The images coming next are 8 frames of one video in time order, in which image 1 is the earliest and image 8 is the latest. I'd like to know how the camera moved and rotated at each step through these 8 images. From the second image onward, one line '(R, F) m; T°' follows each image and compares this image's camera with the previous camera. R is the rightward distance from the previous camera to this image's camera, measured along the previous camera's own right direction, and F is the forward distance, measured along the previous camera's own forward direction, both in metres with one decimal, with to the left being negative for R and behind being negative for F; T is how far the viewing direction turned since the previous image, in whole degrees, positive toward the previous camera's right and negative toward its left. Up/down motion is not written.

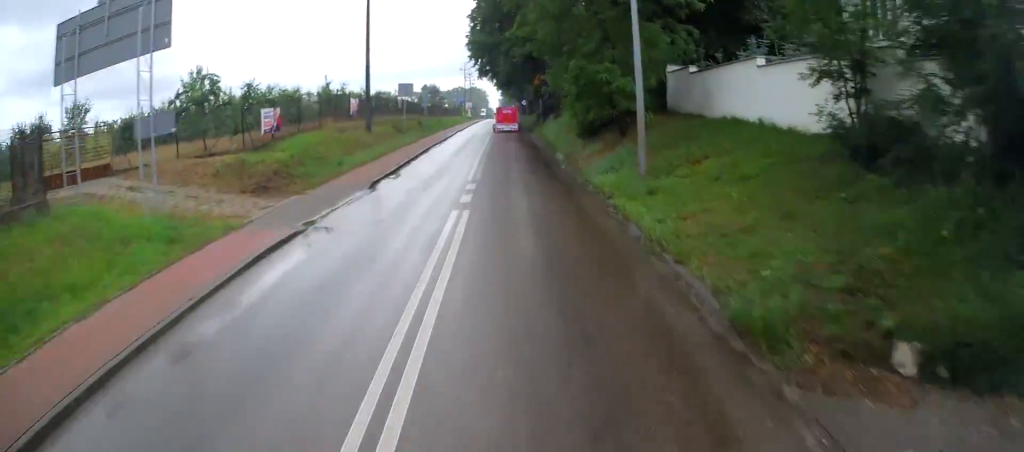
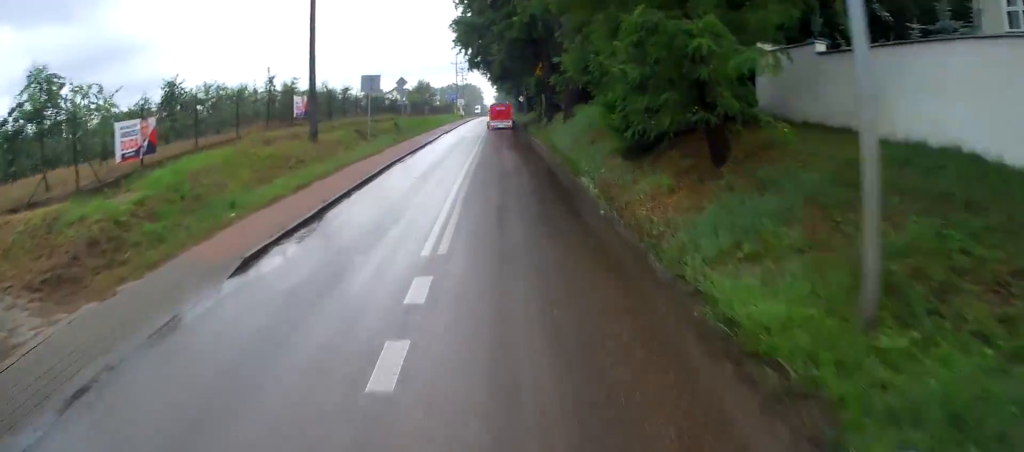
(+0.2, +9.3) m; 0°
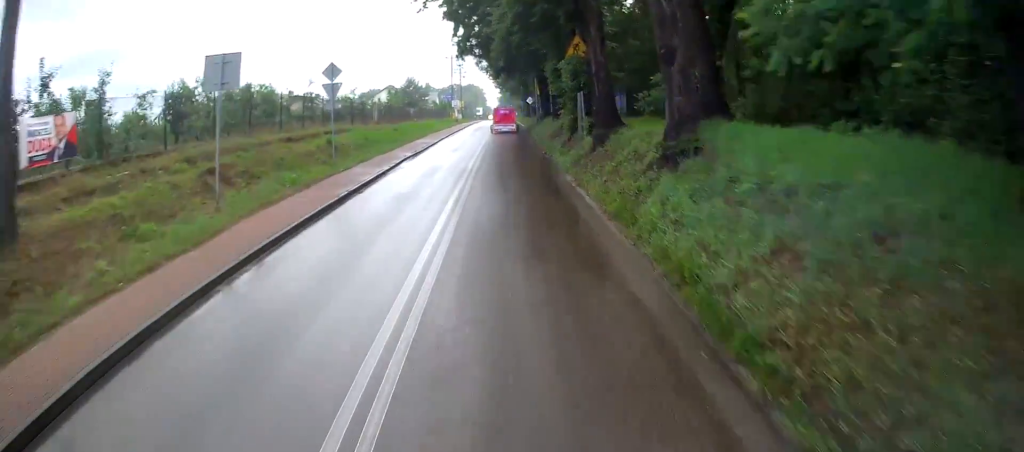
(-0.6, +17.0) m; -4°
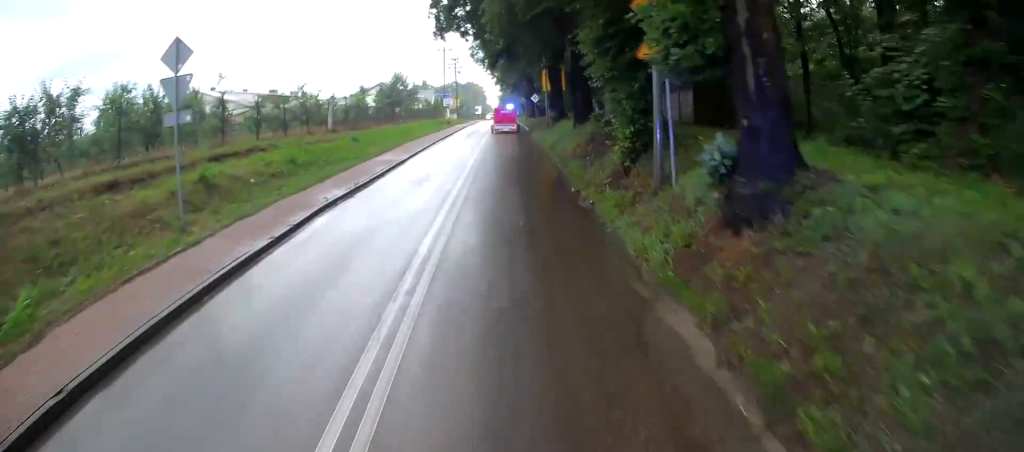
(-0.1, +11.3) m; 0°
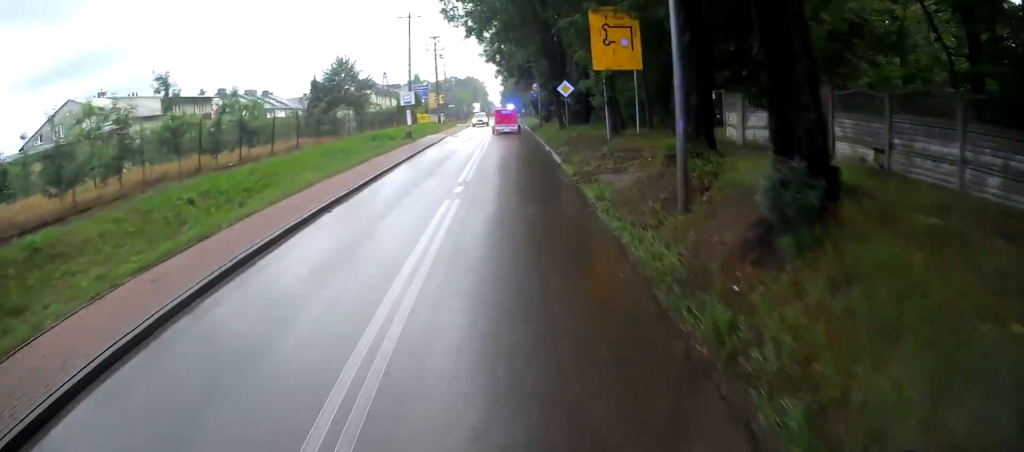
(-0.1, +28.6) m; 0°
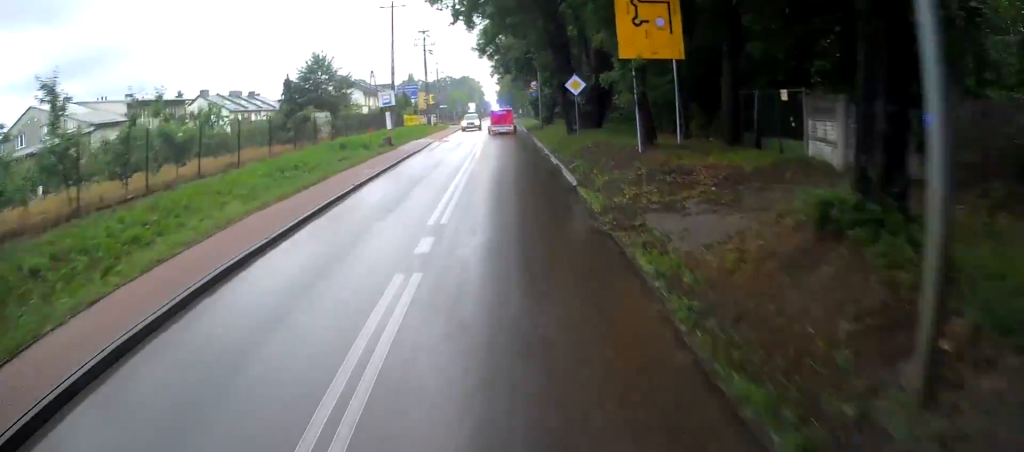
(0.0, +5.7) m; 0°
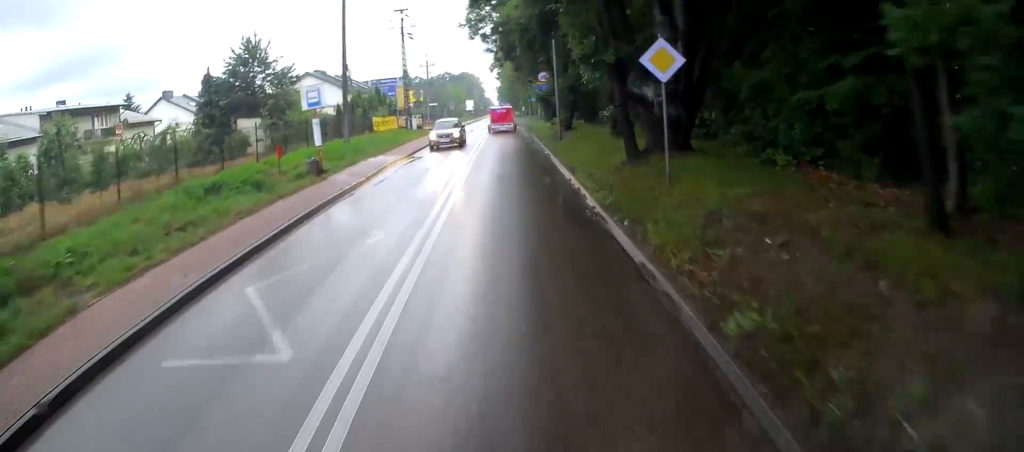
(+0.1, +13.1) m; 0°
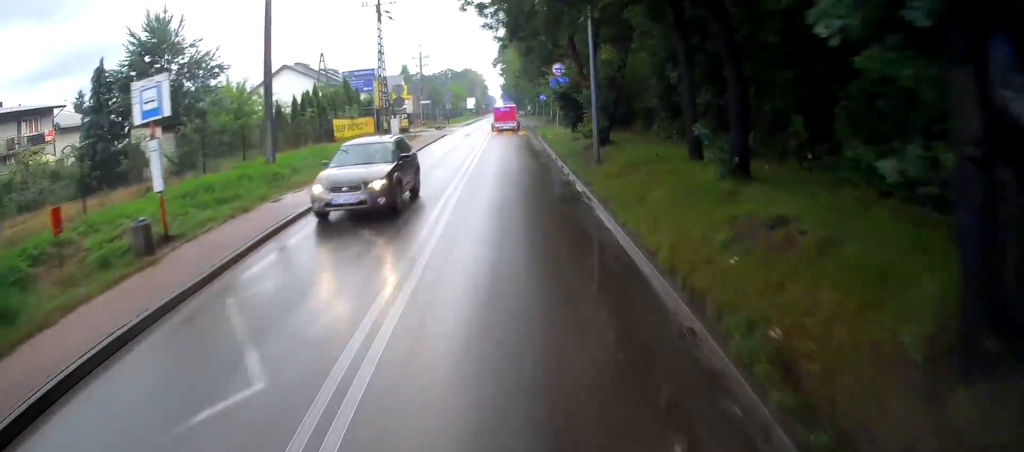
(0.0, +10.5) m; -1°
